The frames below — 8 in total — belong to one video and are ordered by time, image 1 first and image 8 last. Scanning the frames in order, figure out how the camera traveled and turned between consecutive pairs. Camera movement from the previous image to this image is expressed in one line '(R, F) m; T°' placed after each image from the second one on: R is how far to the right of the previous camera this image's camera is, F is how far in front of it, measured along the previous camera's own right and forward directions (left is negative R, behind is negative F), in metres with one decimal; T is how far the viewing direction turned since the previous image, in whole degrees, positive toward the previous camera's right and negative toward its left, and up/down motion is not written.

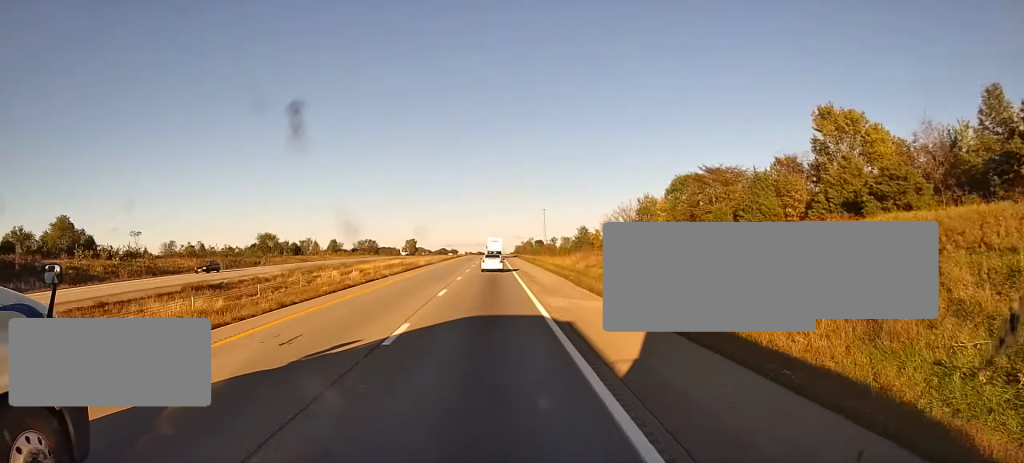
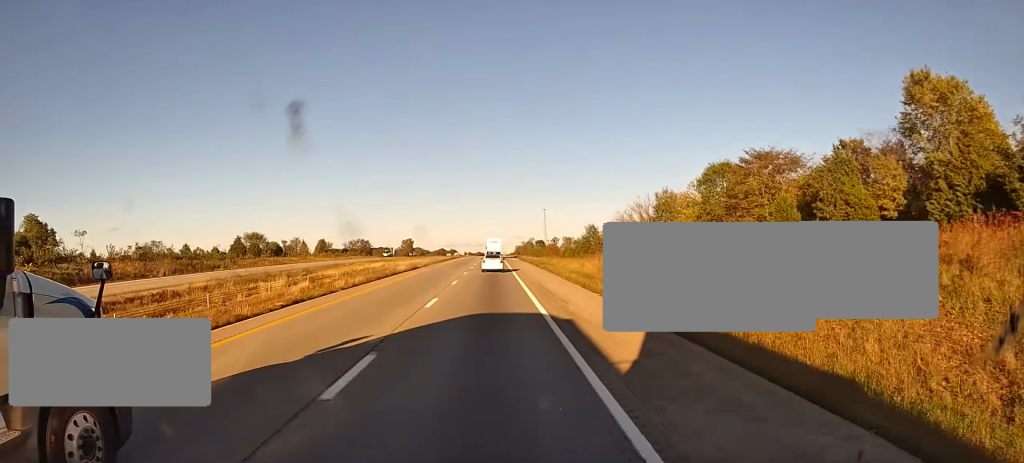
(+0.1, +16.3) m; 0°
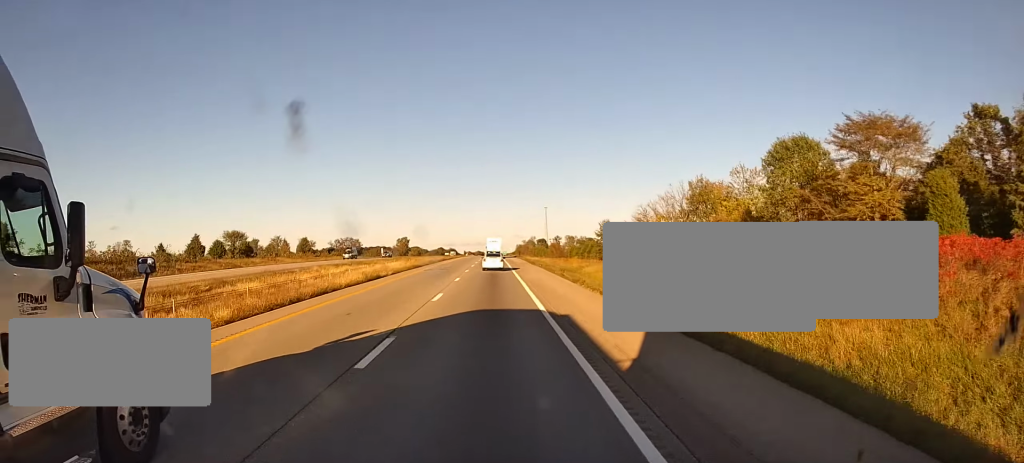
(-0.1, +22.1) m; 0°
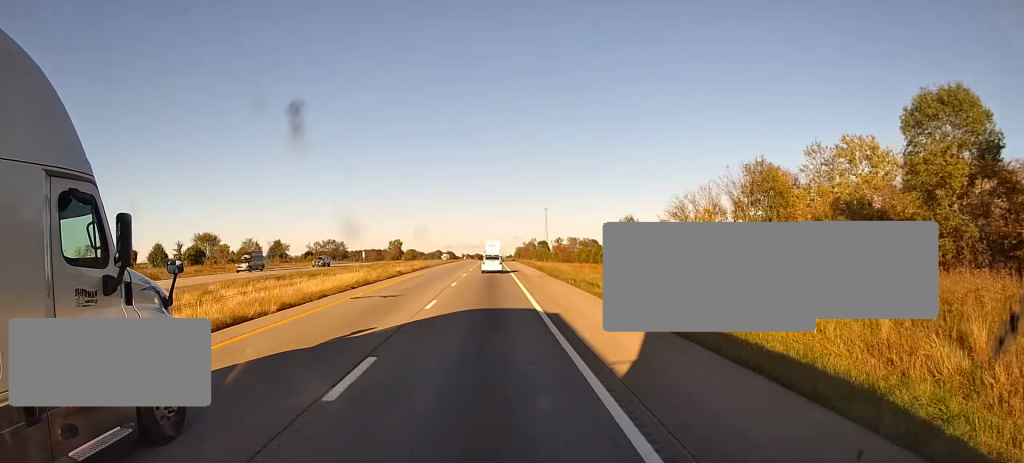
(0.0, +26.0) m; 0°
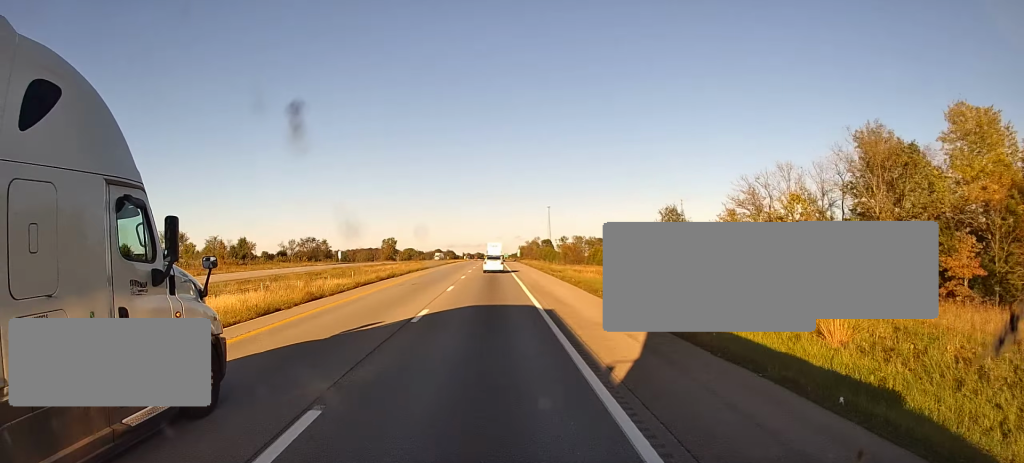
(+0.1, +27.9) m; 0°
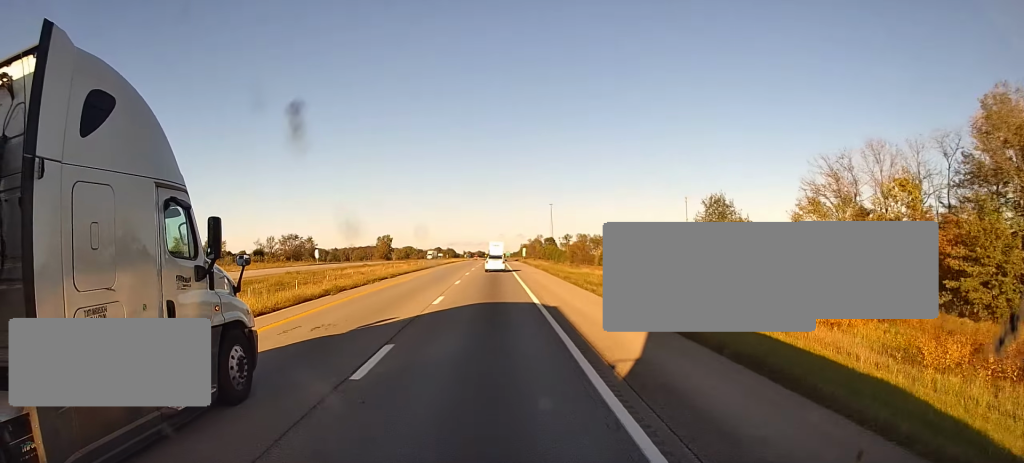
(0.0, +19.2) m; 0°
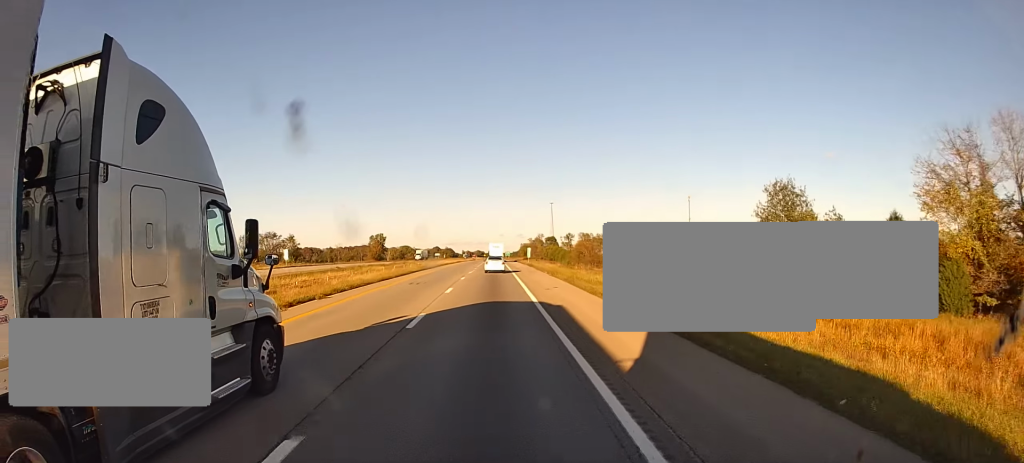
(-0.1, +18.2) m; 0°
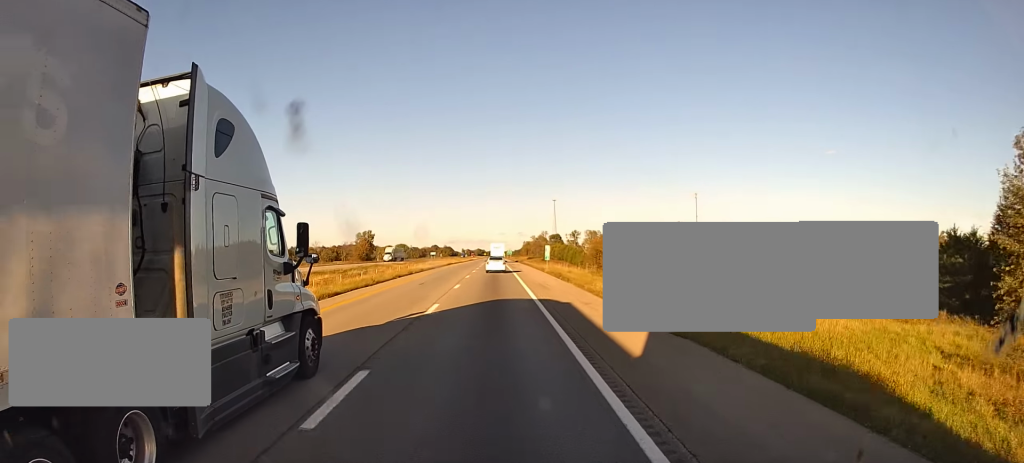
(+0.1, +32.7) m; 0°
